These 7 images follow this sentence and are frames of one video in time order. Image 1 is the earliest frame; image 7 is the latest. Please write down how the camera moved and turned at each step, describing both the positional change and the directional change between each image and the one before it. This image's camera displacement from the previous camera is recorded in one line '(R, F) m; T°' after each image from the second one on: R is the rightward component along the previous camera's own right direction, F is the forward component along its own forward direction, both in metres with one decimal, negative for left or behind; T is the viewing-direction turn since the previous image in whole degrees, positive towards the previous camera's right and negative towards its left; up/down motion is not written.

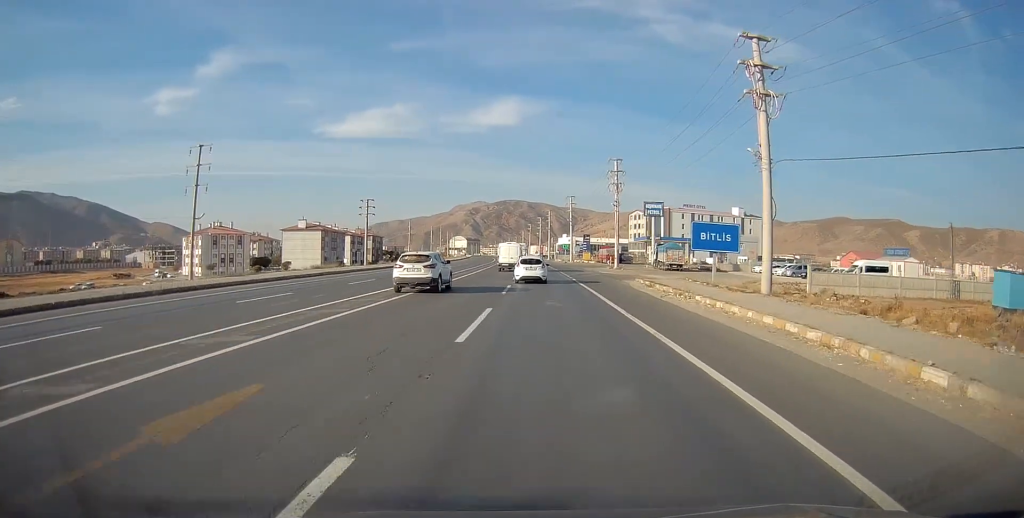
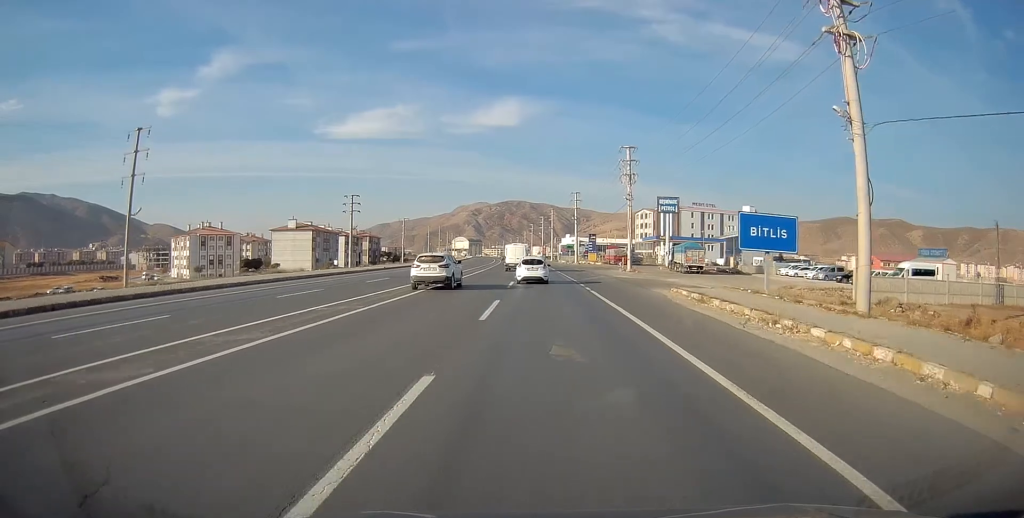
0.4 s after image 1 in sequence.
(0.0, +8.8) m; -1°
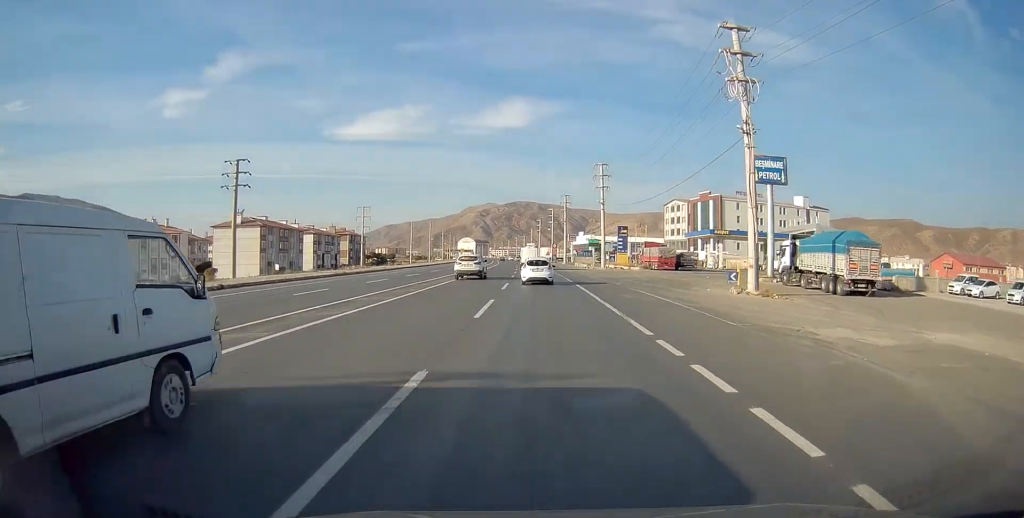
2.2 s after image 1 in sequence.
(-0.4, +35.6) m; -2°
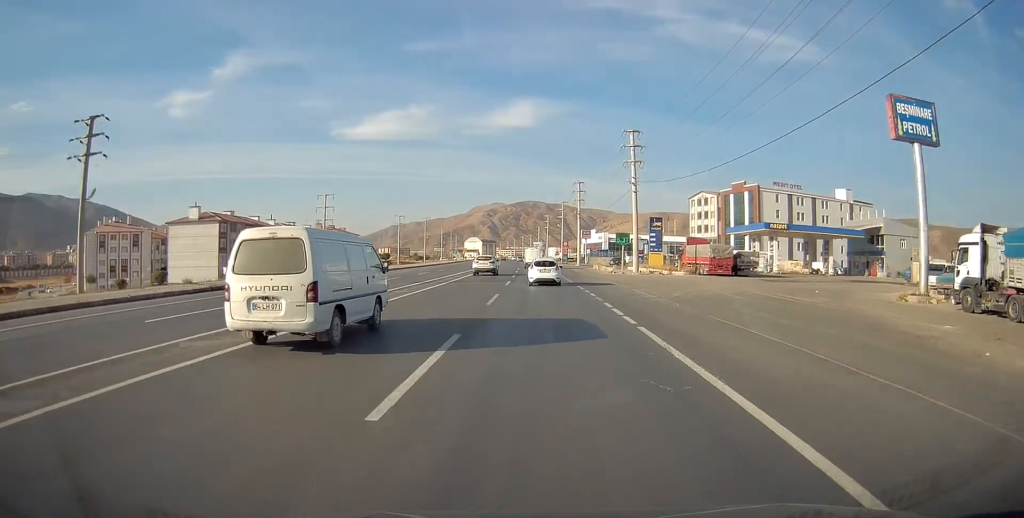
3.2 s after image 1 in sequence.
(-0.3, +20.8) m; -1°
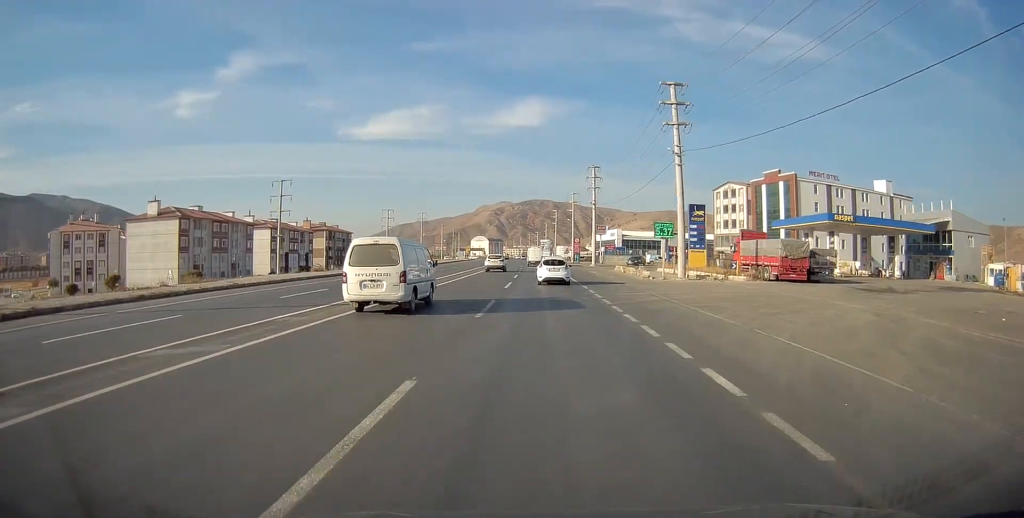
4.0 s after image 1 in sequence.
(-0.2, +15.8) m; 0°
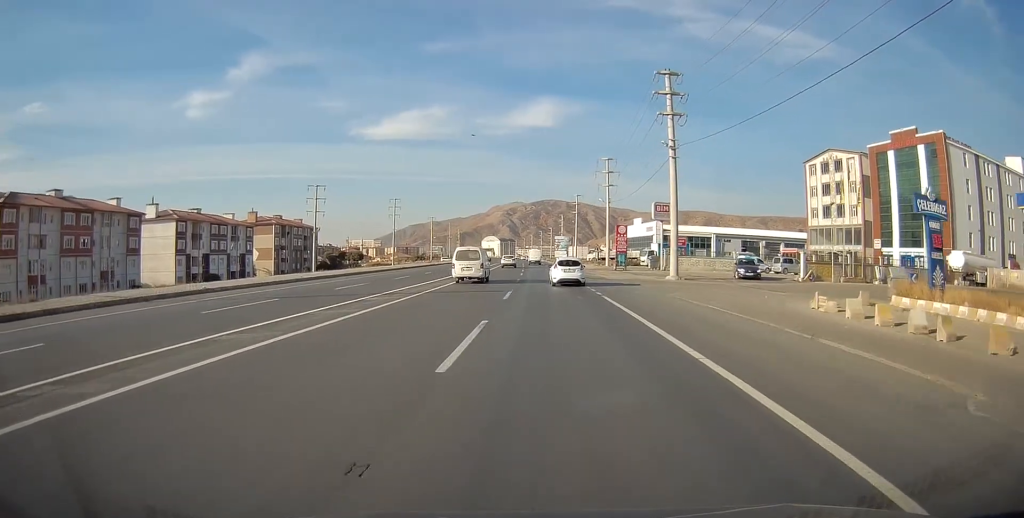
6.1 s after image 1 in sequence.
(+0.1, +43.1) m; -1°
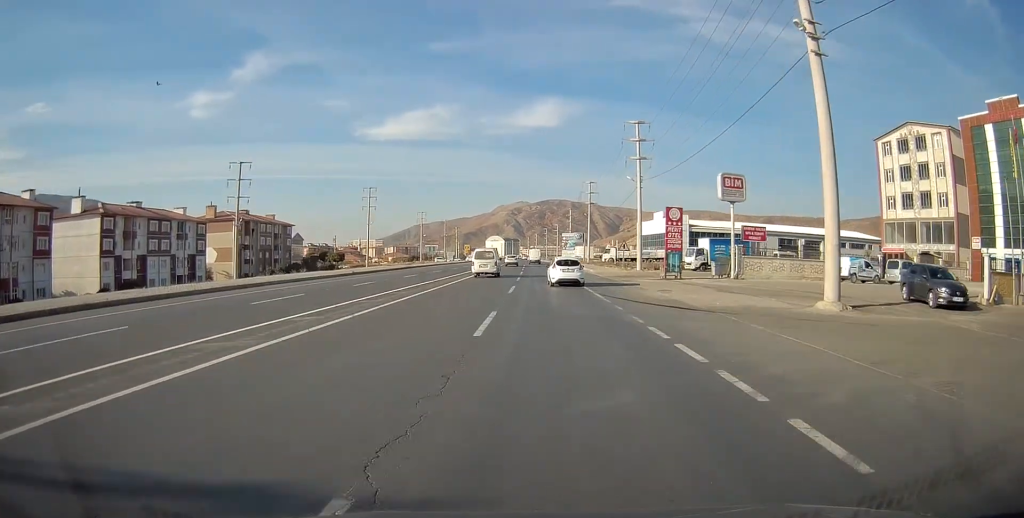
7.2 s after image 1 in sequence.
(-0.1, +21.2) m; -1°
